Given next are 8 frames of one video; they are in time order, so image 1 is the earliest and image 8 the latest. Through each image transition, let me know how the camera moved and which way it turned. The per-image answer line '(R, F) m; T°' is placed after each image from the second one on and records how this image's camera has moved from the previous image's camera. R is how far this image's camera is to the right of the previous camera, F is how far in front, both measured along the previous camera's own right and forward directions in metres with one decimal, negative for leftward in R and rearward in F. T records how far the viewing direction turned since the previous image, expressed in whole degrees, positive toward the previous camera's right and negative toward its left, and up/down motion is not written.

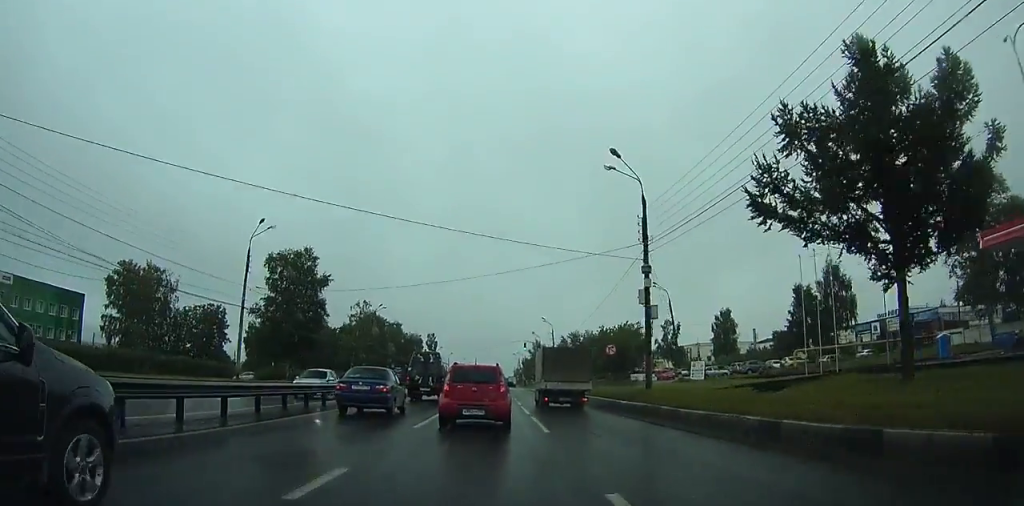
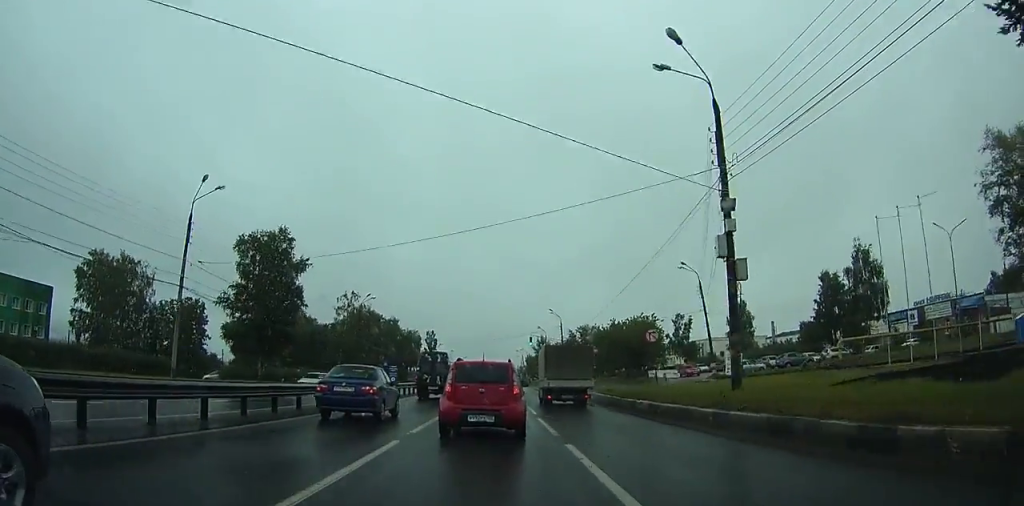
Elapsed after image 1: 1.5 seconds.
(0.0, +11.6) m; 0°
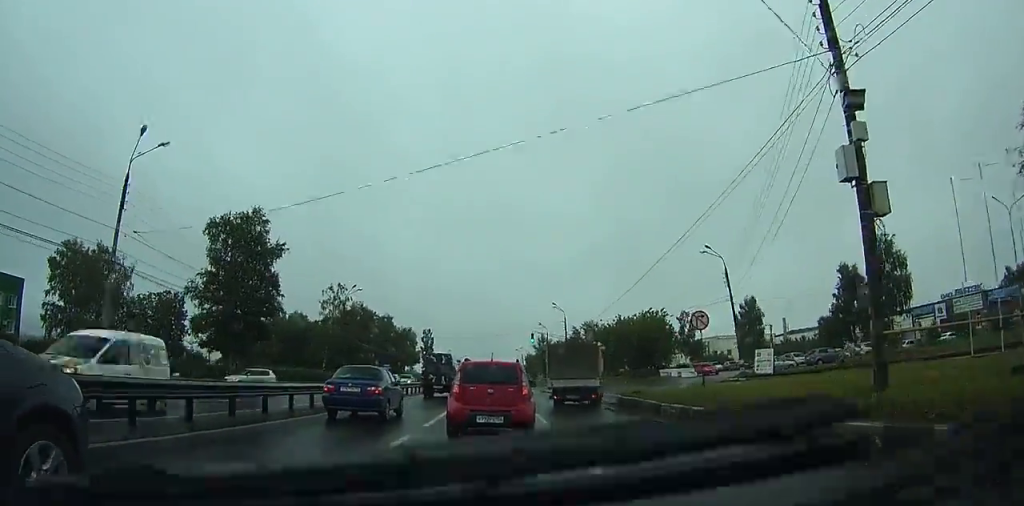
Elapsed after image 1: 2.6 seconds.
(0.0, +8.3) m; 0°
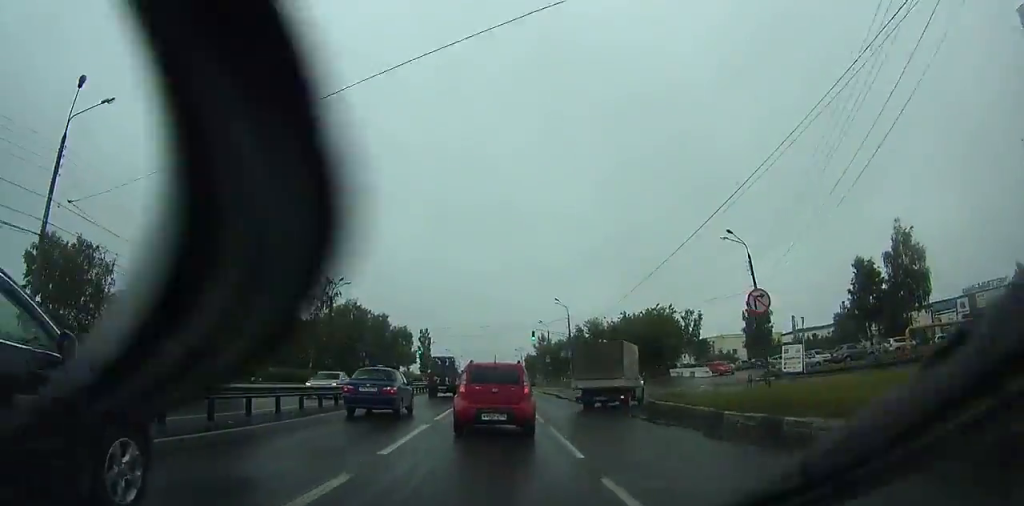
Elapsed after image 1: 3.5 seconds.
(0.0, +5.7) m; 0°
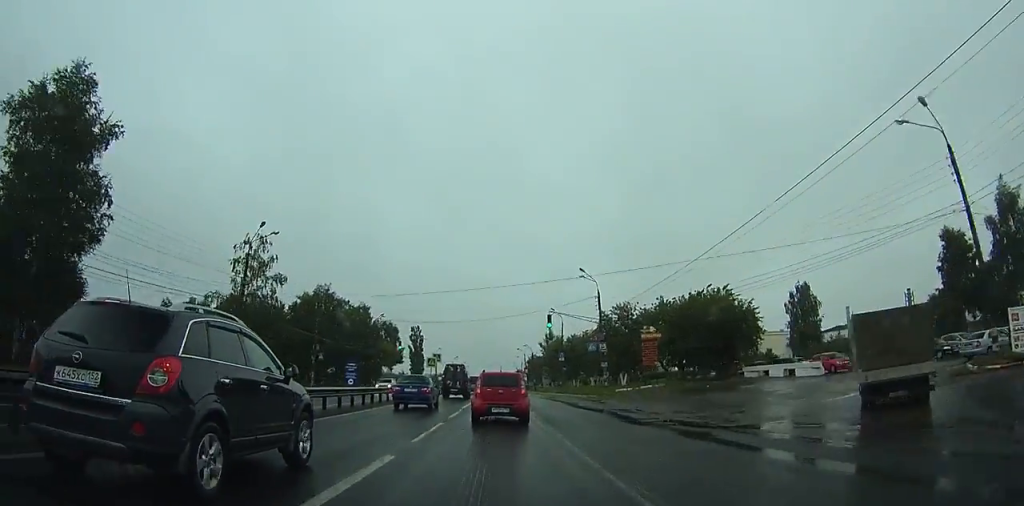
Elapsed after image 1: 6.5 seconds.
(0.0, +20.3) m; +1°
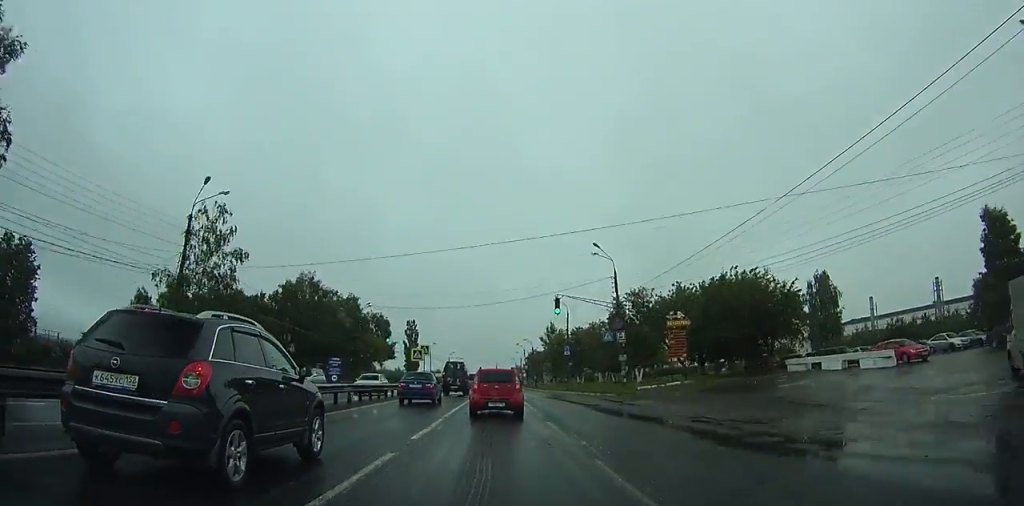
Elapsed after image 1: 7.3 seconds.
(+0.1, +6.8) m; 0°
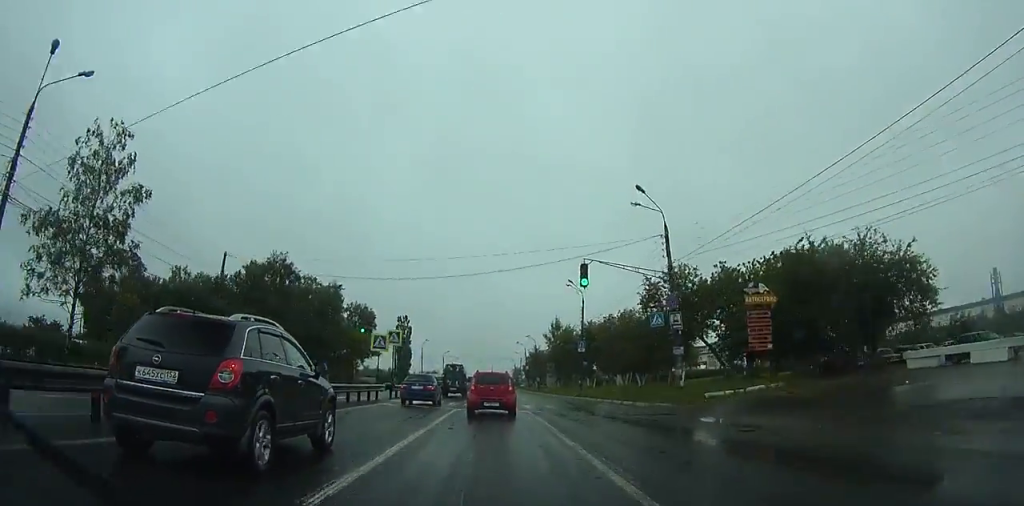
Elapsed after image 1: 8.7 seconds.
(+0.1, +11.1) m; +1°
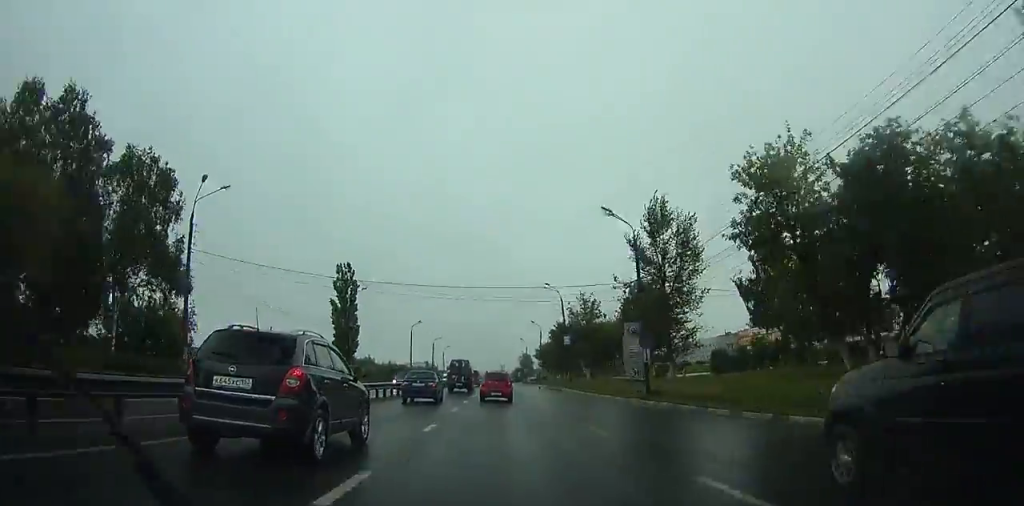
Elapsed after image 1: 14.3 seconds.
(-0.1, +63.2) m; 0°
